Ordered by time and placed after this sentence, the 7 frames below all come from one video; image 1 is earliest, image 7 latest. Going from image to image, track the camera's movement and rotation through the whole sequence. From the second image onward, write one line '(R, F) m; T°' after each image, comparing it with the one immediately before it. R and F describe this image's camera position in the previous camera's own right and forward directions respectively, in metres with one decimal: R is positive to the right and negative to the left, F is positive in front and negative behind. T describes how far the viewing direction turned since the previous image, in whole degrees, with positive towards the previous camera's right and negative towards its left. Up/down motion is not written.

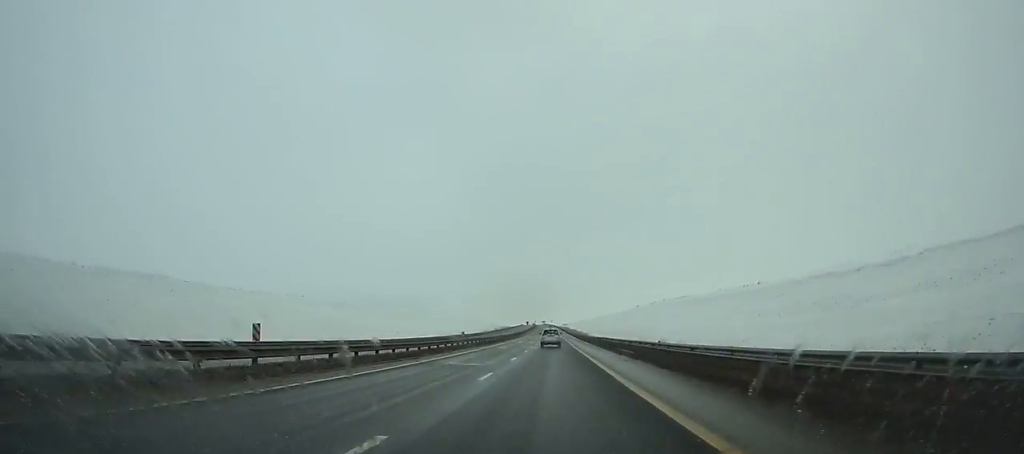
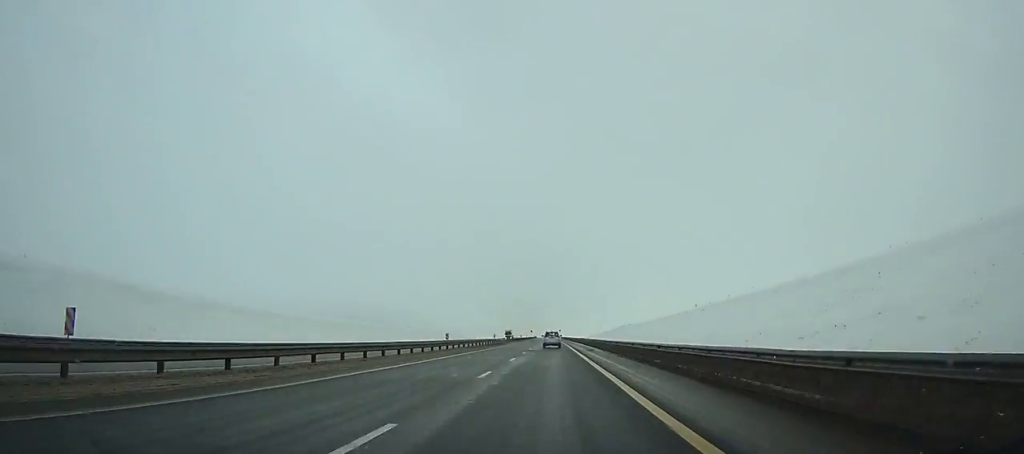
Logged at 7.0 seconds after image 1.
(-0.6, +201.9) m; 0°
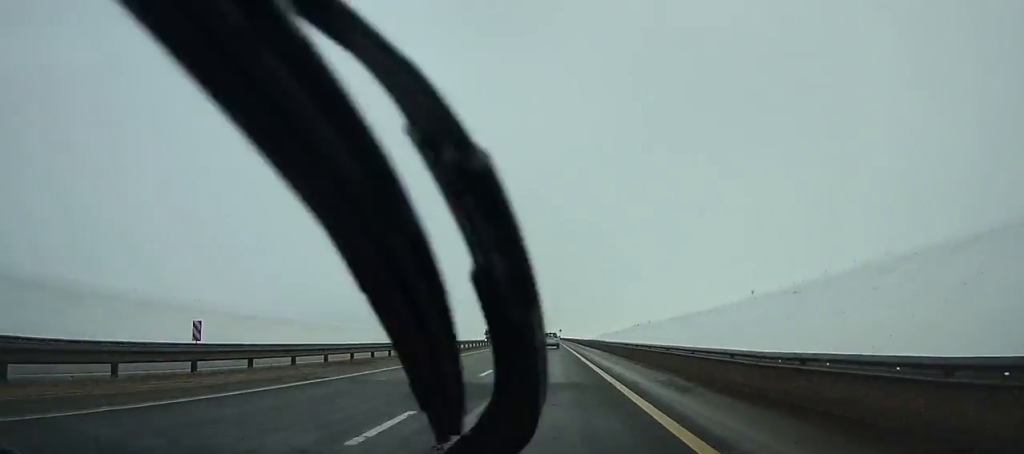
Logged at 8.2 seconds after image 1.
(0.0, +34.6) m; 0°
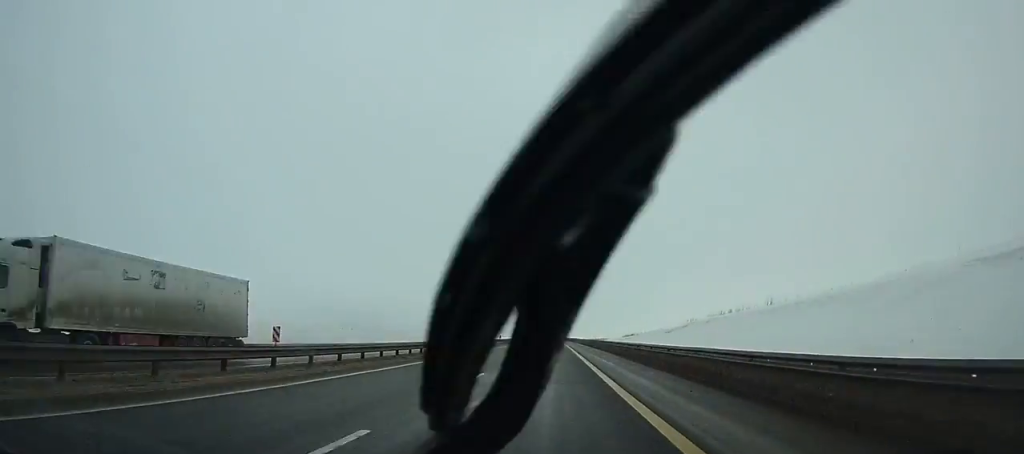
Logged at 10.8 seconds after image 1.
(-0.1, +74.6) m; 0°
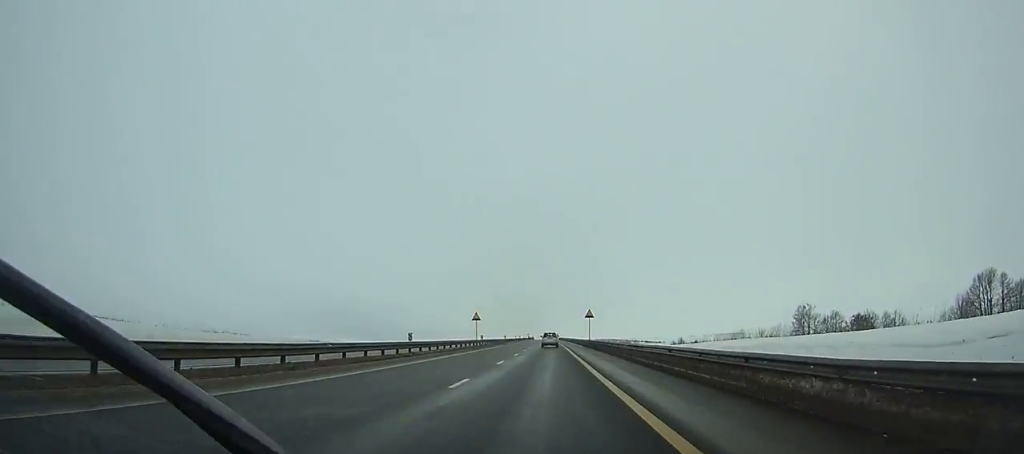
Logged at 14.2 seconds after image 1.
(-0.5, +97.1) m; 0°
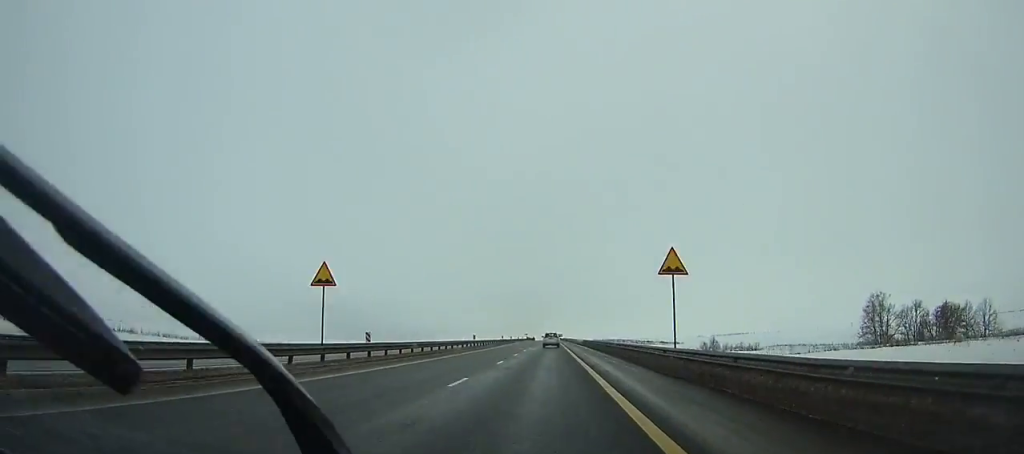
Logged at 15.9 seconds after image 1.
(+0.1, +48.4) m; 0°
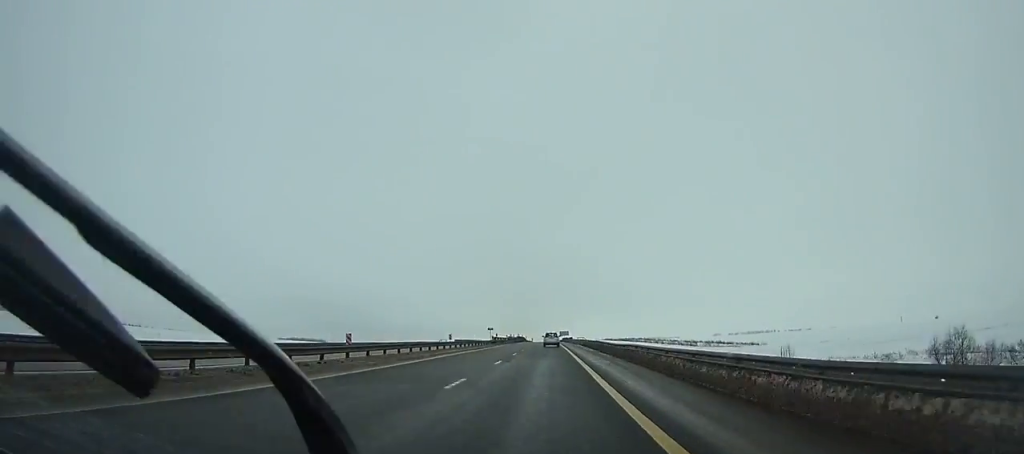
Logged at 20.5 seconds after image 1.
(-0.6, +131.1) m; 0°
